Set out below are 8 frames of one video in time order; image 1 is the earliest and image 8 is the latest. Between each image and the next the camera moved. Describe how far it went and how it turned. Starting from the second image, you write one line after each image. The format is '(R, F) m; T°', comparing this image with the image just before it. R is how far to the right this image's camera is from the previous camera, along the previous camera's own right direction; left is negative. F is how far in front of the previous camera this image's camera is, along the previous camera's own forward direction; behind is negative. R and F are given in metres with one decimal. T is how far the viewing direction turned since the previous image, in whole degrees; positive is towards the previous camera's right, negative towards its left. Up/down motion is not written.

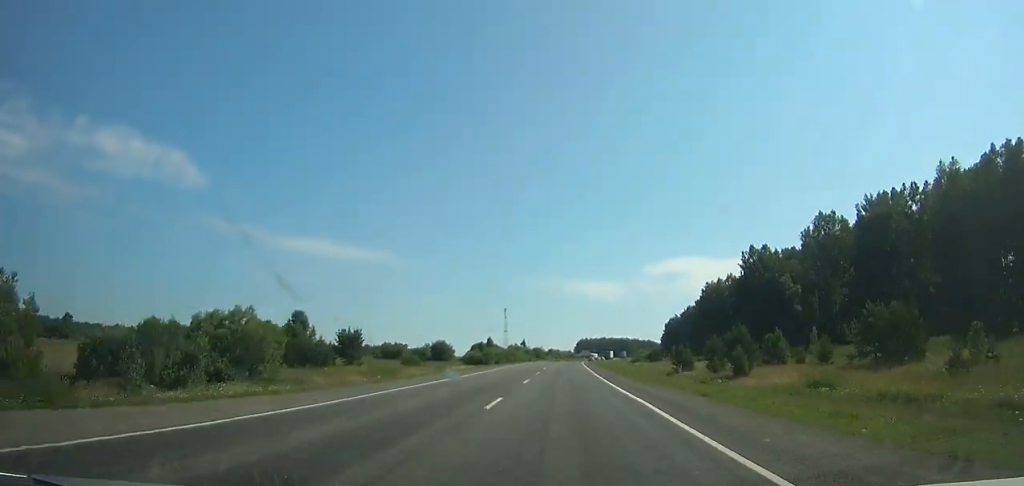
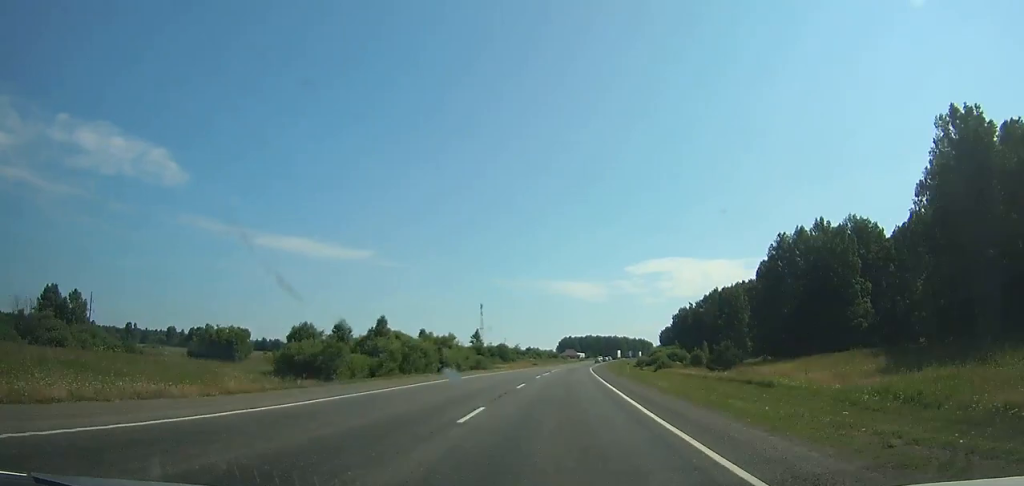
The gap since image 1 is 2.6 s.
(+0.8, +75.4) m; +2°
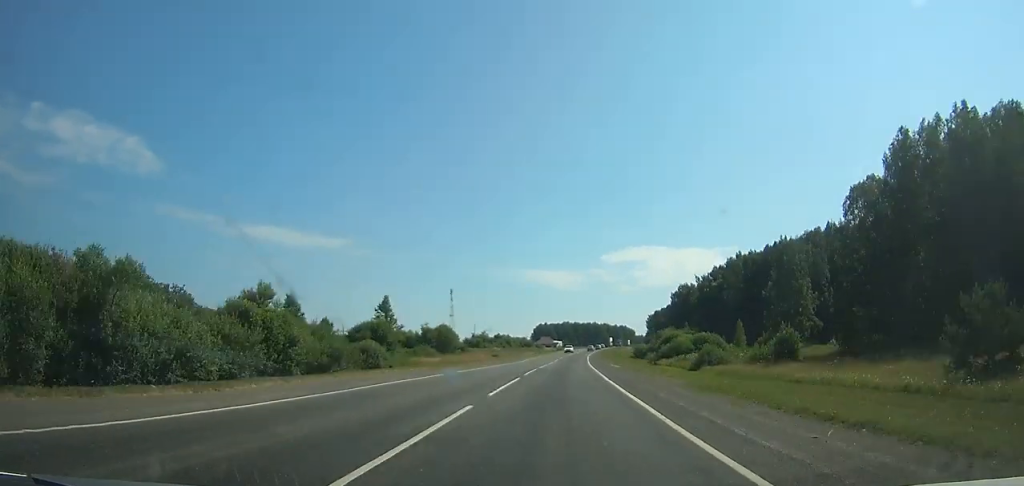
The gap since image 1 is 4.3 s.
(+0.1, +49.6) m; +2°
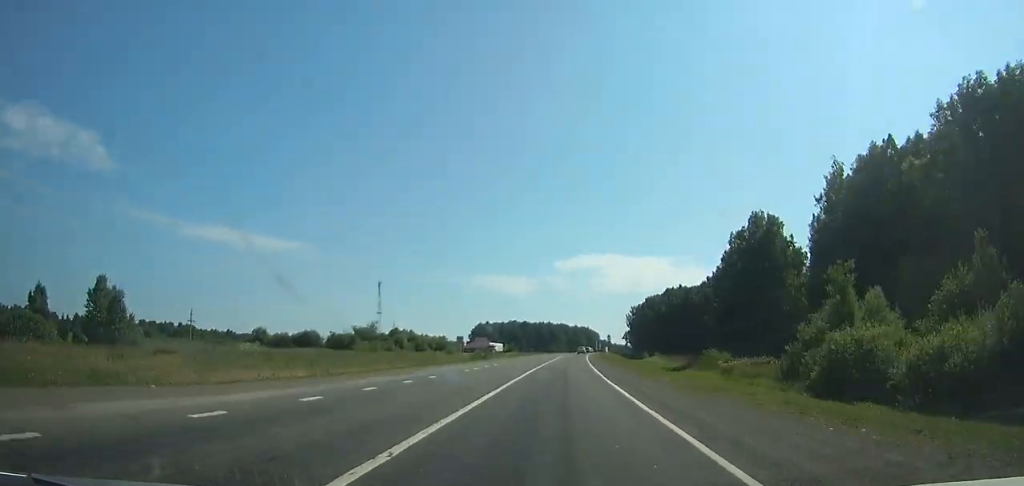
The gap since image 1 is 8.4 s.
(+5.4, +120.3) m; +5°
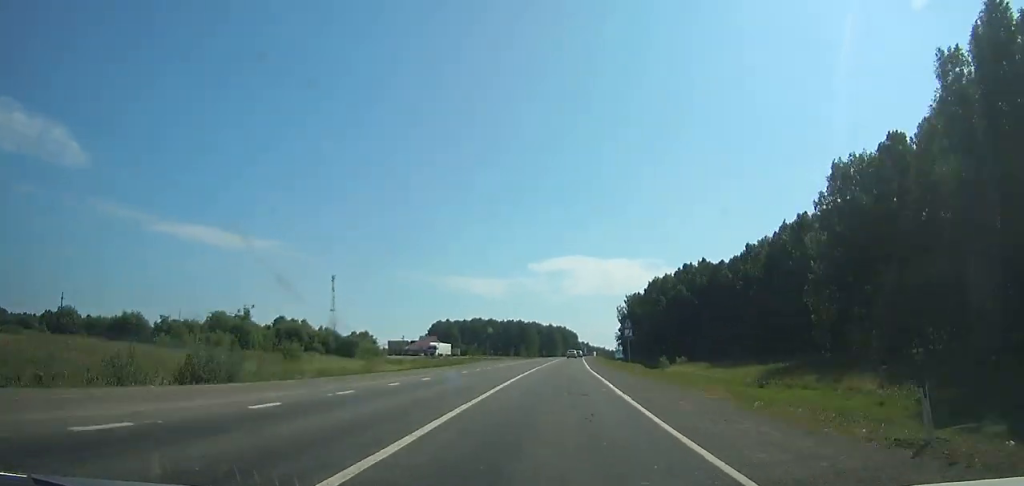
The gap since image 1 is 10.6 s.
(+1.1, +63.8) m; +2°
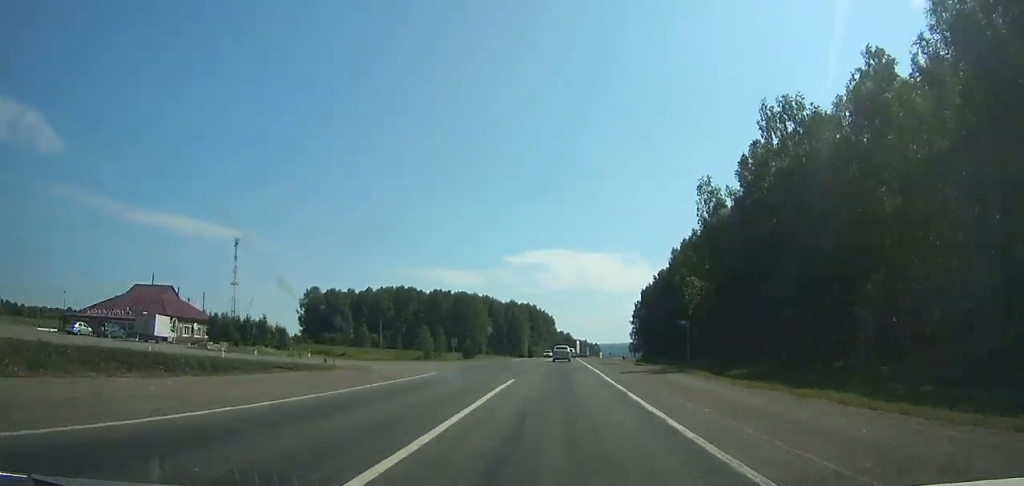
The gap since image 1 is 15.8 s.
(+4.6, +142.9) m; +3°
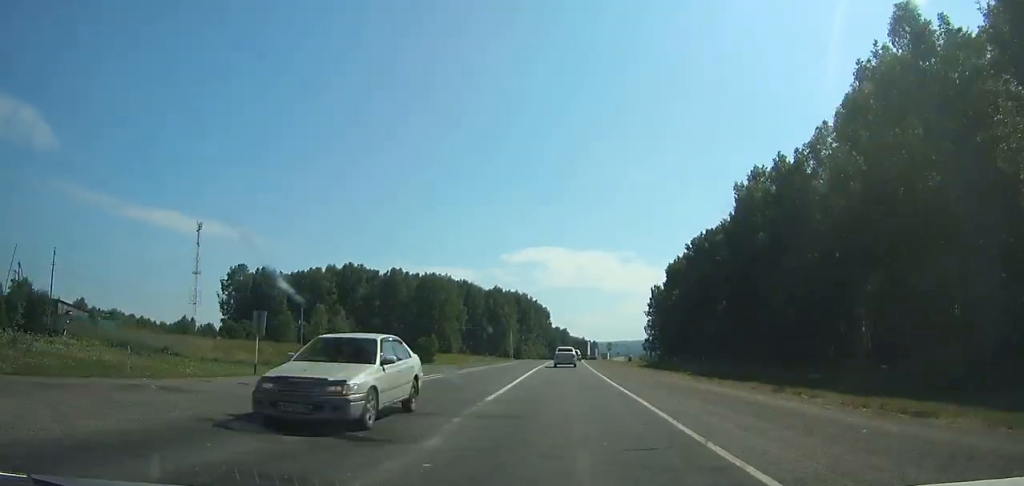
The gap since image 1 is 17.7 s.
(+0.2, +47.5) m; +1°
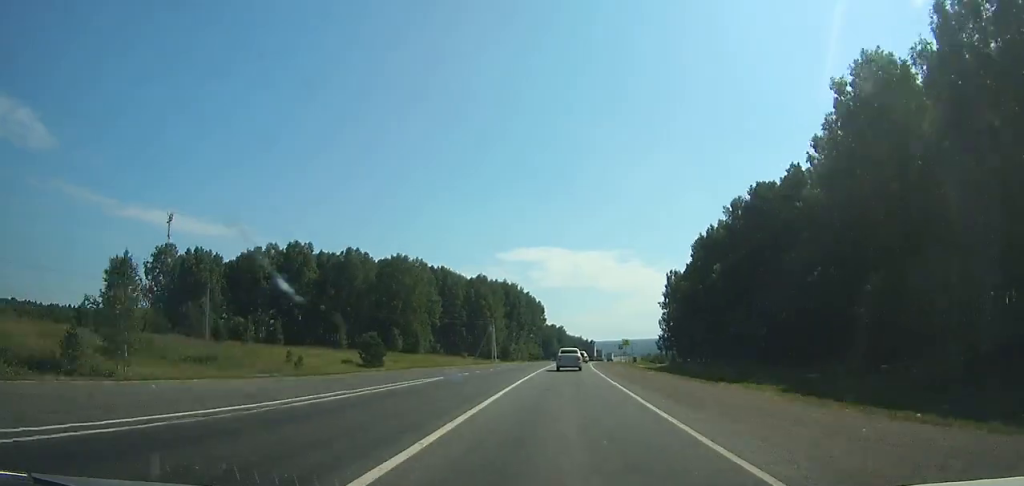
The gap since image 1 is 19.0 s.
(-0.2, +32.3) m; 0°
